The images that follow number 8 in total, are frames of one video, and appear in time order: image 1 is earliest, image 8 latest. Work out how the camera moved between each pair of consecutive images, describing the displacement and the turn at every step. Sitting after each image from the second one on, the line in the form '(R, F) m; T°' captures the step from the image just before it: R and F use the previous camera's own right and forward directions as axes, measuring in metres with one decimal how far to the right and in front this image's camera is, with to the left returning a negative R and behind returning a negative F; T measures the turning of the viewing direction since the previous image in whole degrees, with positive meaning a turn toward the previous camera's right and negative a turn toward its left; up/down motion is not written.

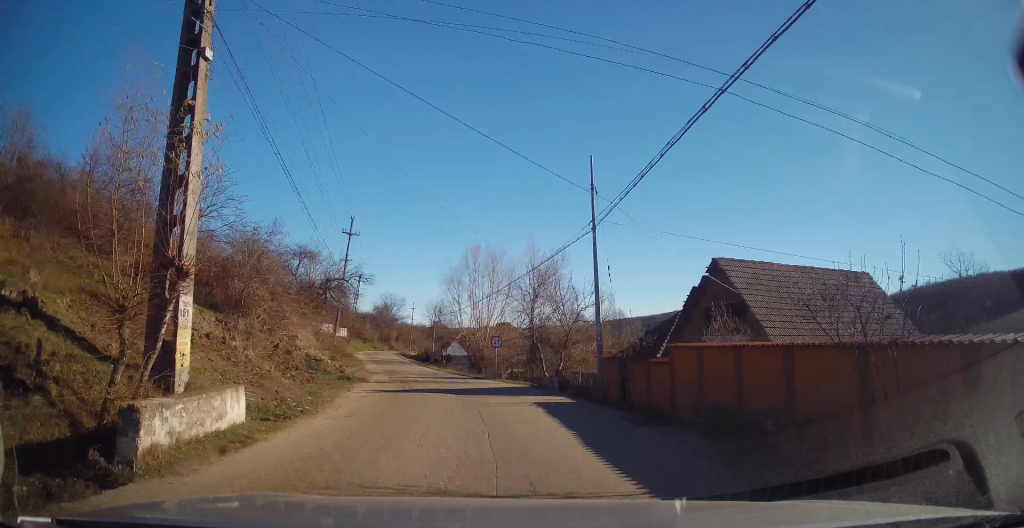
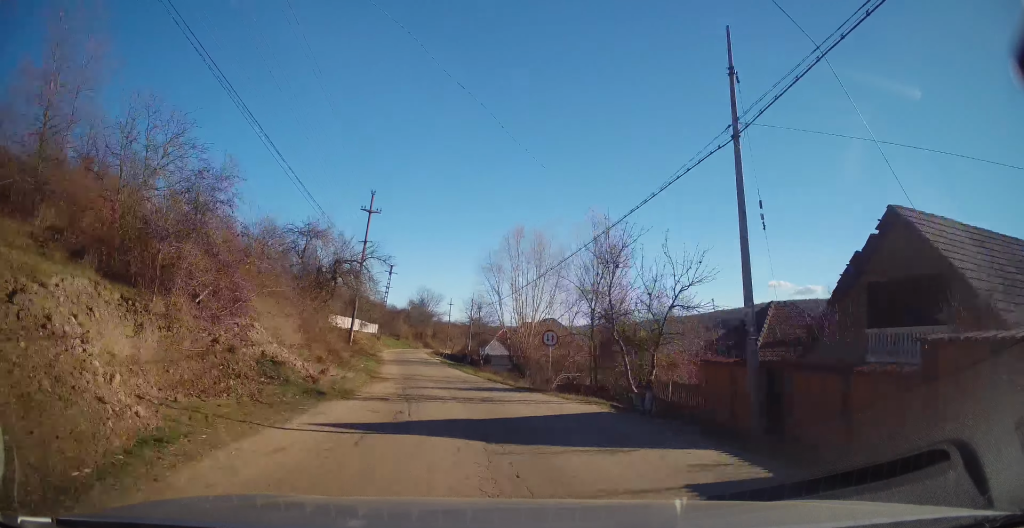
(-0.6, +7.9) m; -4°
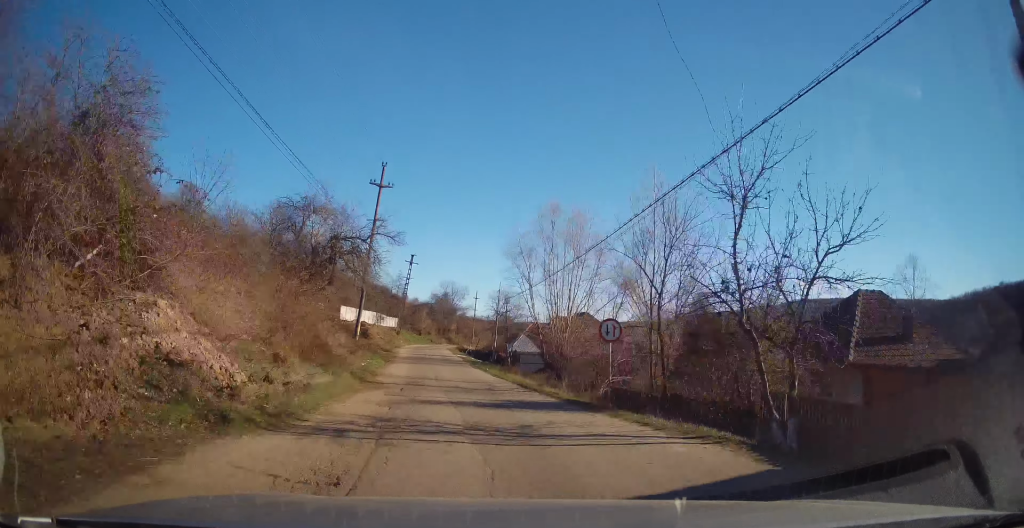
(-0.1, +6.0) m; -3°
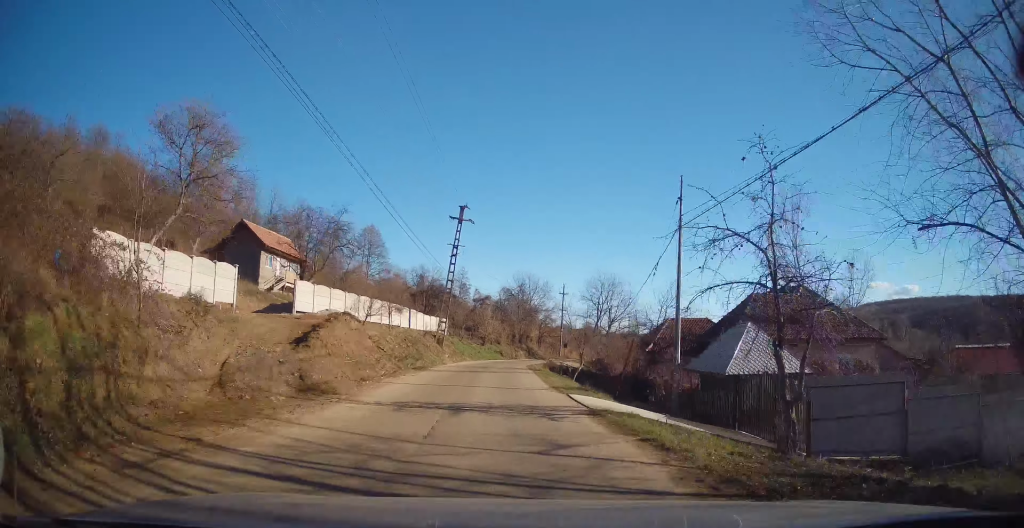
(-2.8, +33.1) m; -7°
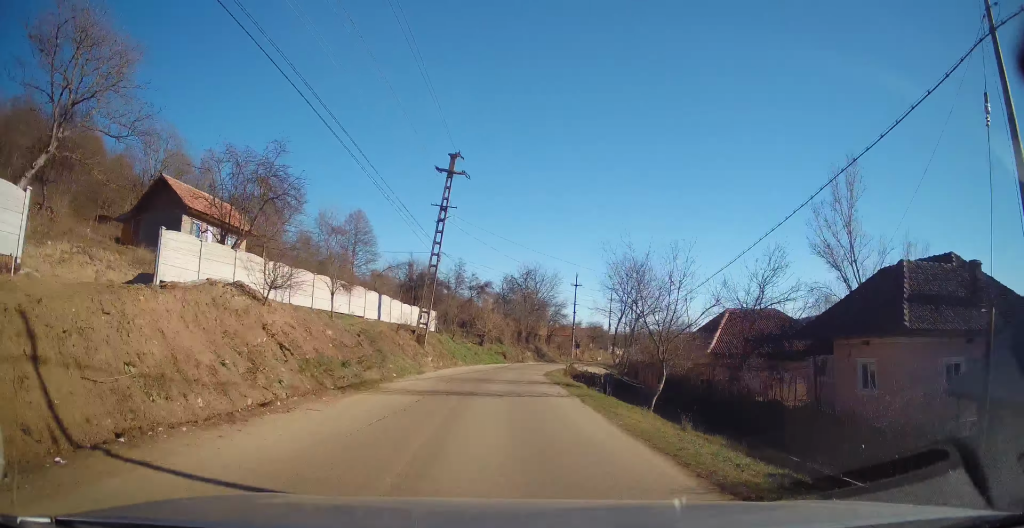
(0.0, +12.6) m; 0°
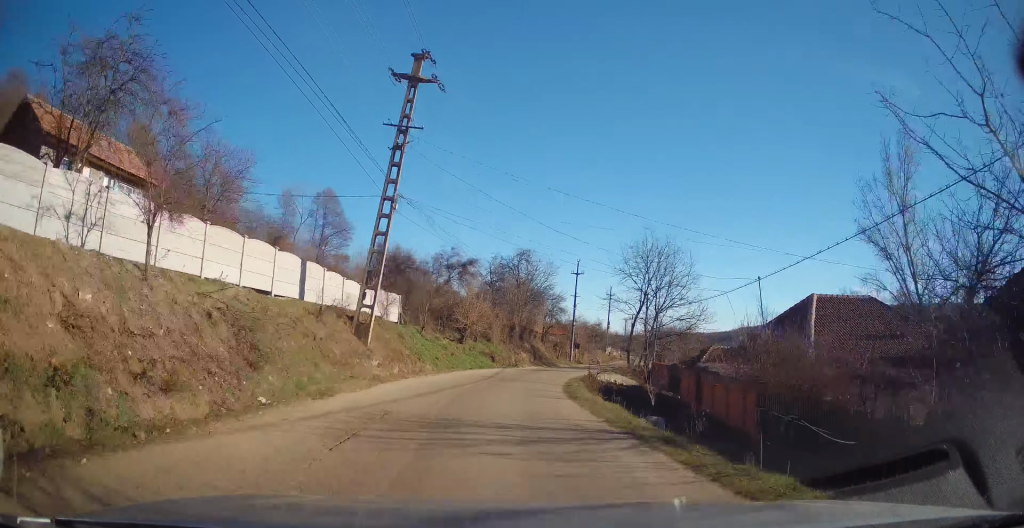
(0.0, +12.1) m; 0°
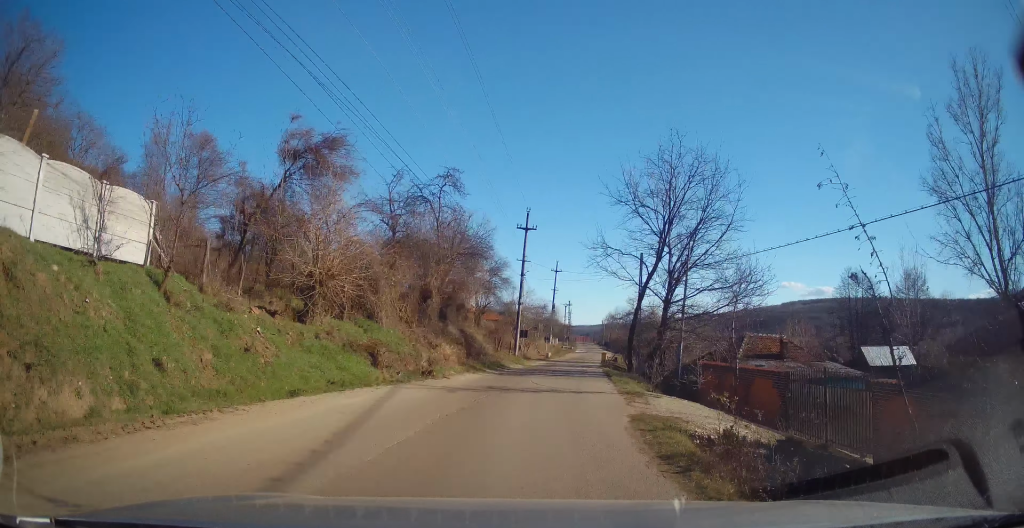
(+0.4, +20.4) m; +7°
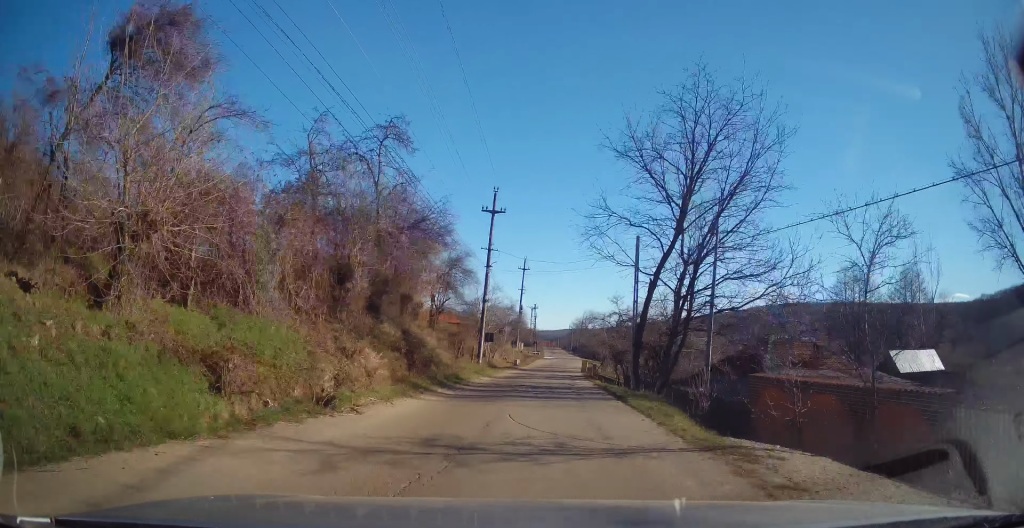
(+0.7, +7.3) m; +4°
